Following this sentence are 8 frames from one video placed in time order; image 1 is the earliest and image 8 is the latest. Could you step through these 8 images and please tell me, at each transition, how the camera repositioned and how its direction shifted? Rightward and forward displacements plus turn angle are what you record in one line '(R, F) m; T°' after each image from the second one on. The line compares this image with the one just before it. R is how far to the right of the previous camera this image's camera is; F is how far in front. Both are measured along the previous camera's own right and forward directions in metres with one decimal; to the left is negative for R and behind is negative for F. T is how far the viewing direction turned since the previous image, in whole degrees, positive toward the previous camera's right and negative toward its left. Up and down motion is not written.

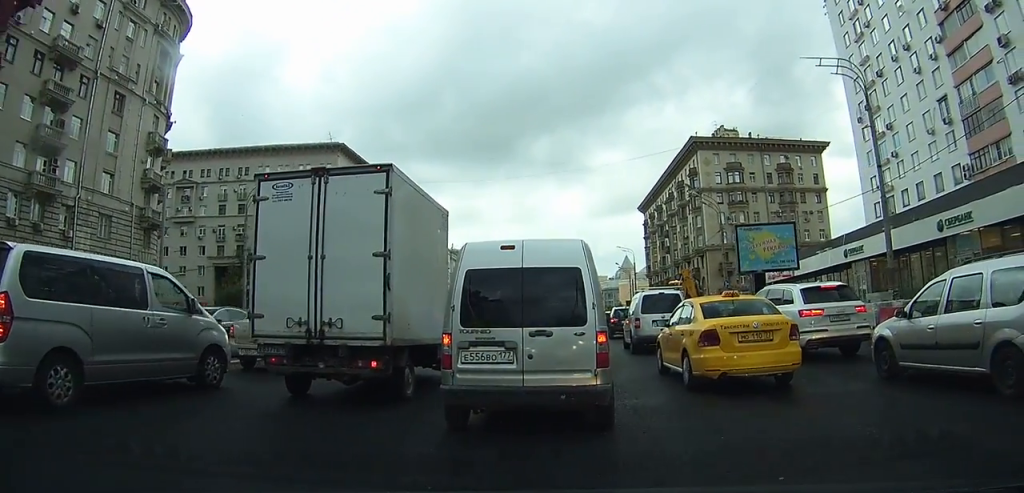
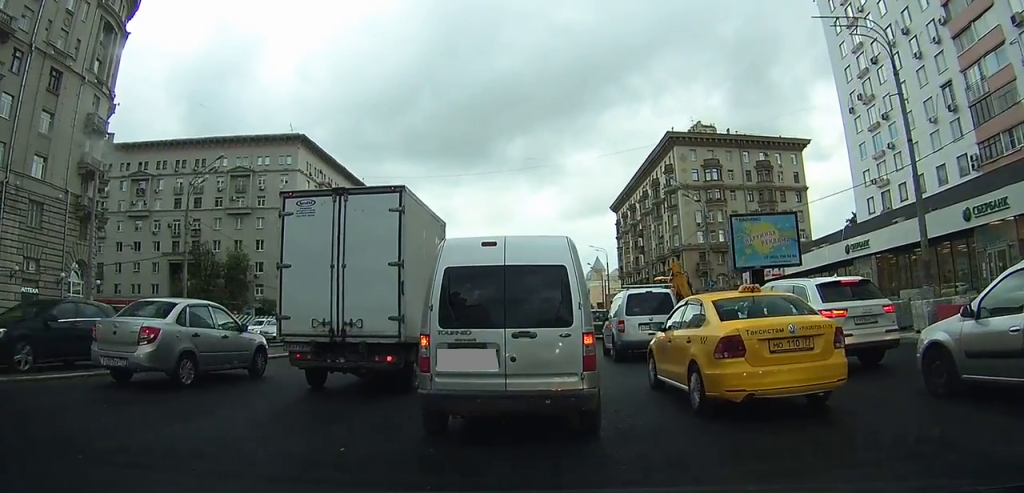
(+0.3, +4.6) m; +6°
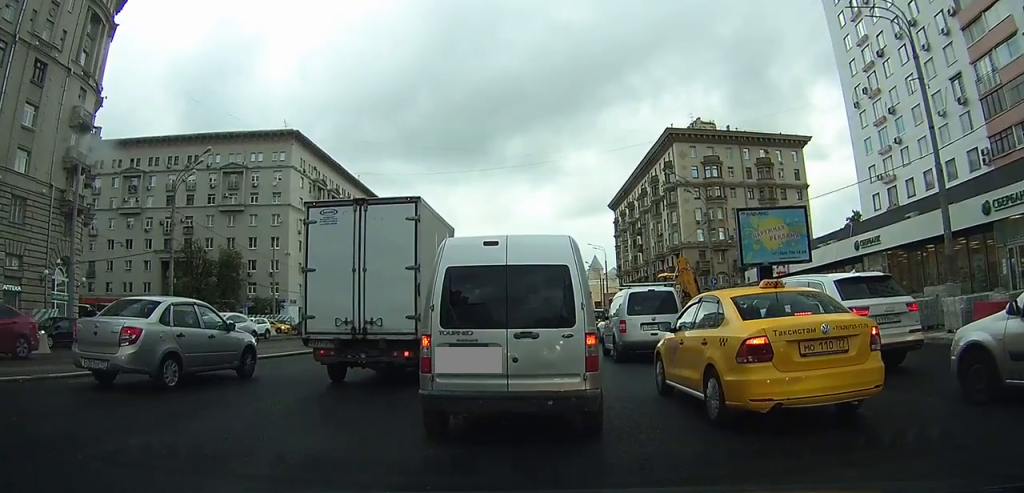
(+0.1, +1.7) m; 0°
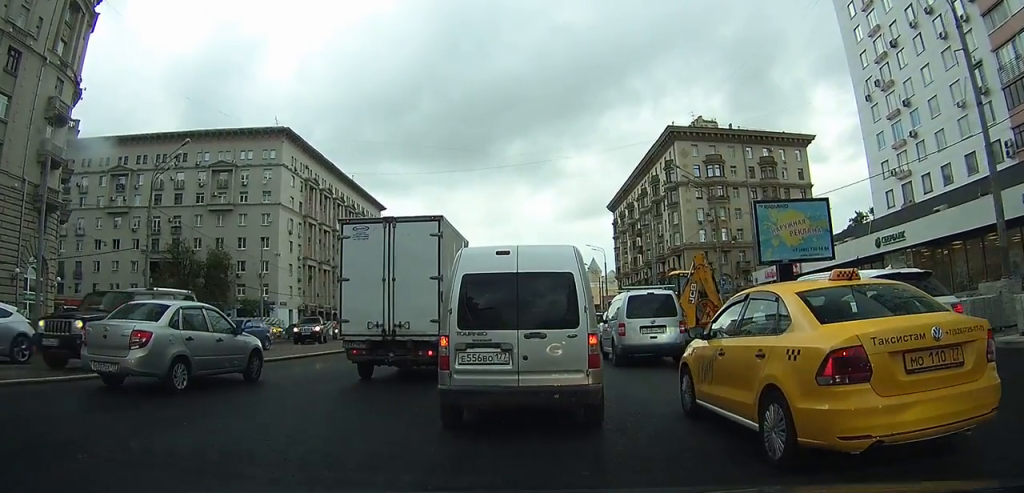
(-0.1, +3.1) m; -3°
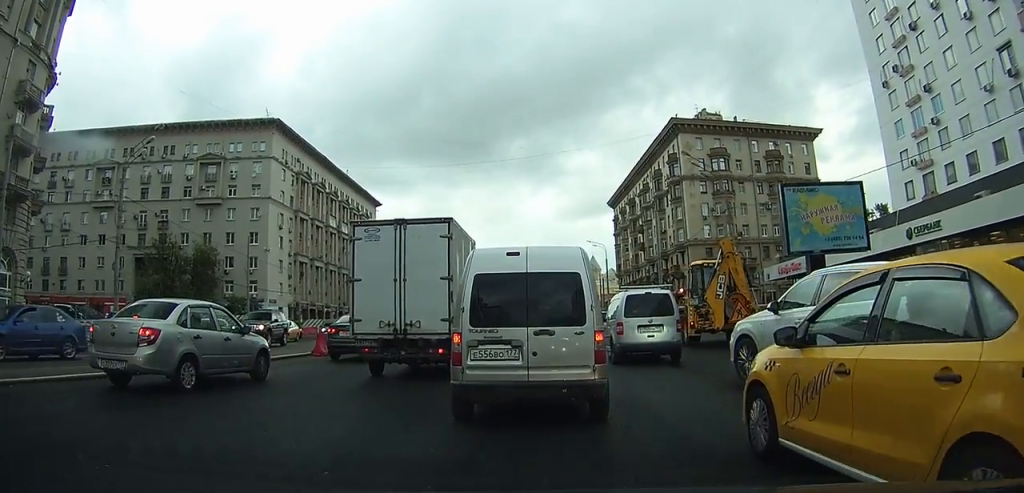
(0.0, +3.3) m; +1°
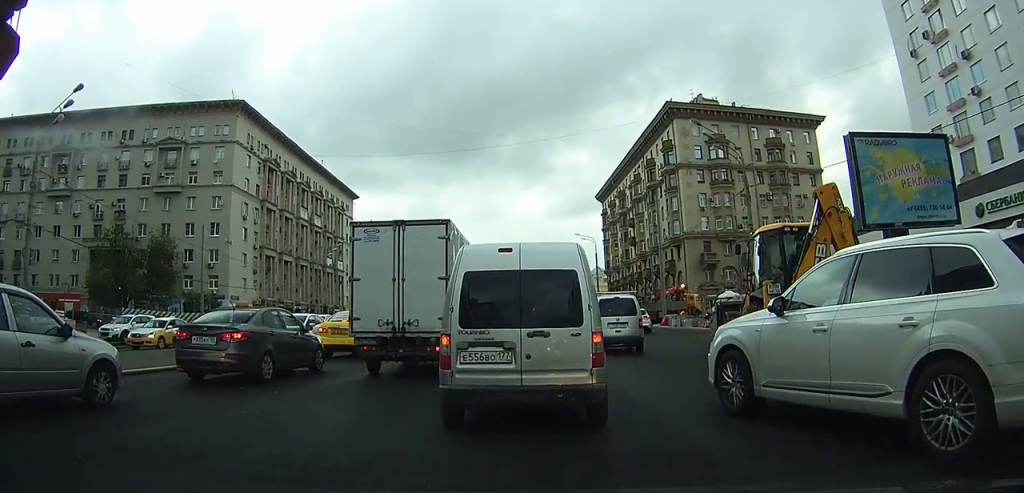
(+0.4, +6.9) m; +6°
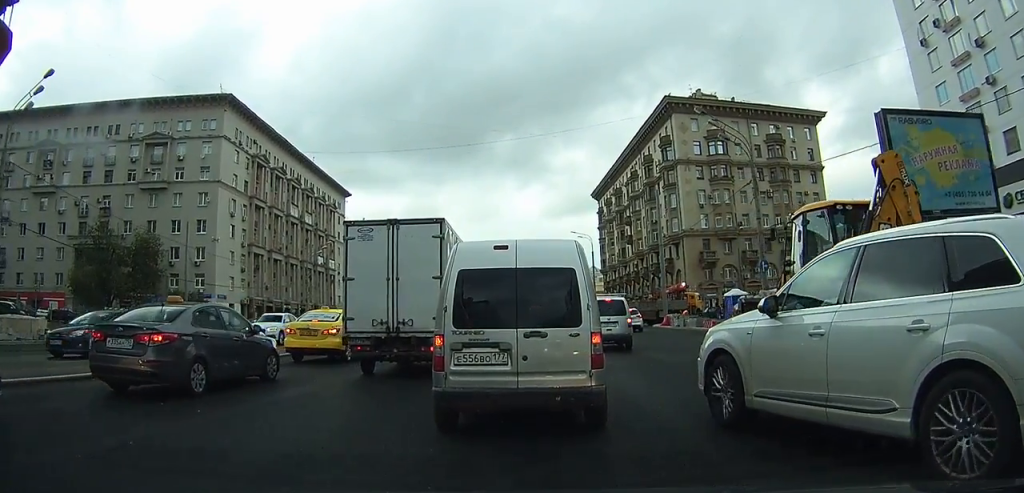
(0.0, +2.3) m; +1°
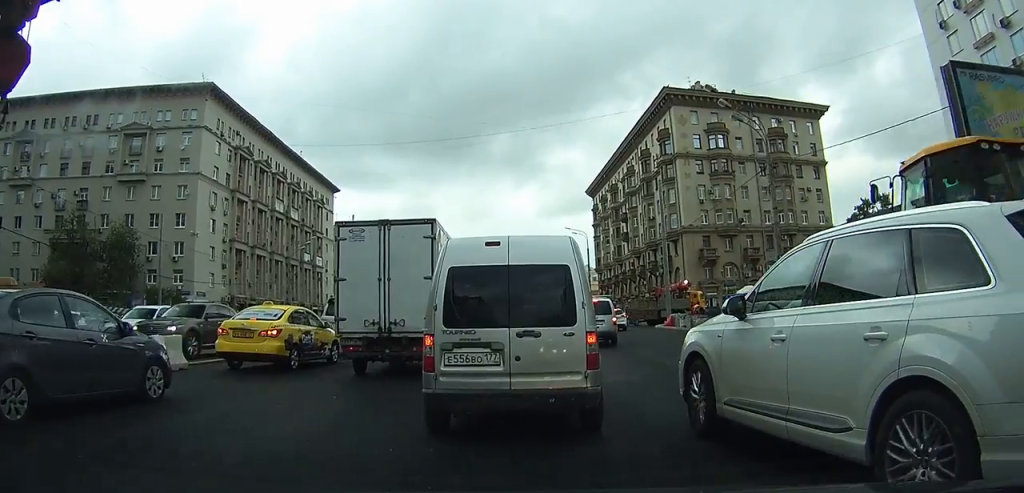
(0.0, +3.6) m; +1°
